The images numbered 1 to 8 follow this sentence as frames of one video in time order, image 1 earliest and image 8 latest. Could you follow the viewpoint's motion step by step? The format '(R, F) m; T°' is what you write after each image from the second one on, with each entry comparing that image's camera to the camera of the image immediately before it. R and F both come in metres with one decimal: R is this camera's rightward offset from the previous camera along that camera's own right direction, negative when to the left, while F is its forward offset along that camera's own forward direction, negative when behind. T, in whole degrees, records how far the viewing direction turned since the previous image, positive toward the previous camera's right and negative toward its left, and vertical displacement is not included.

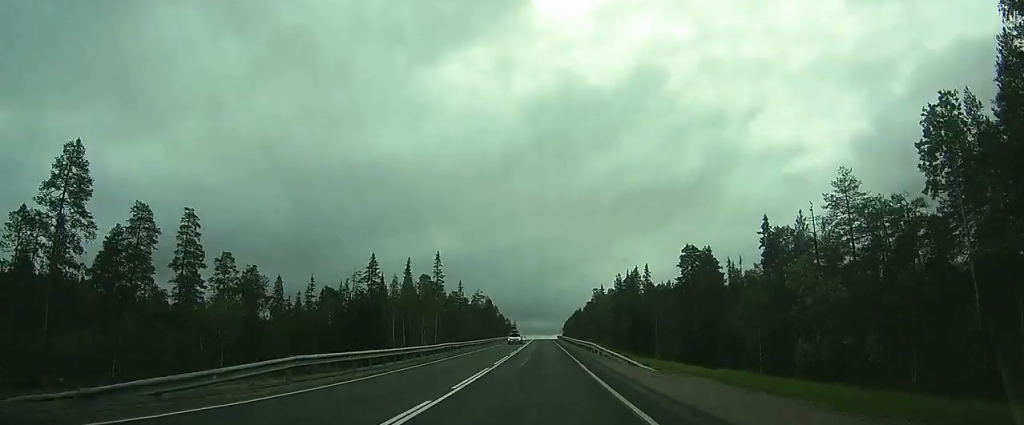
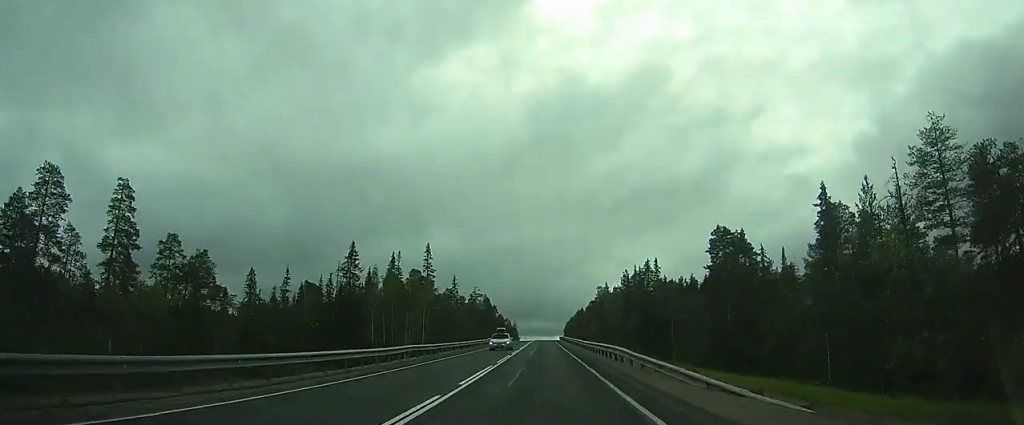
(0.0, +11.2) m; 0°
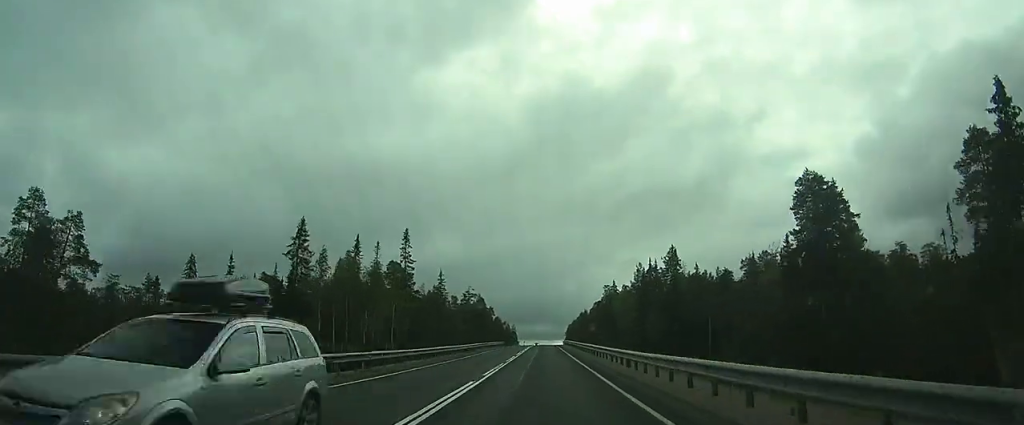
(0.0, +18.7) m; 0°
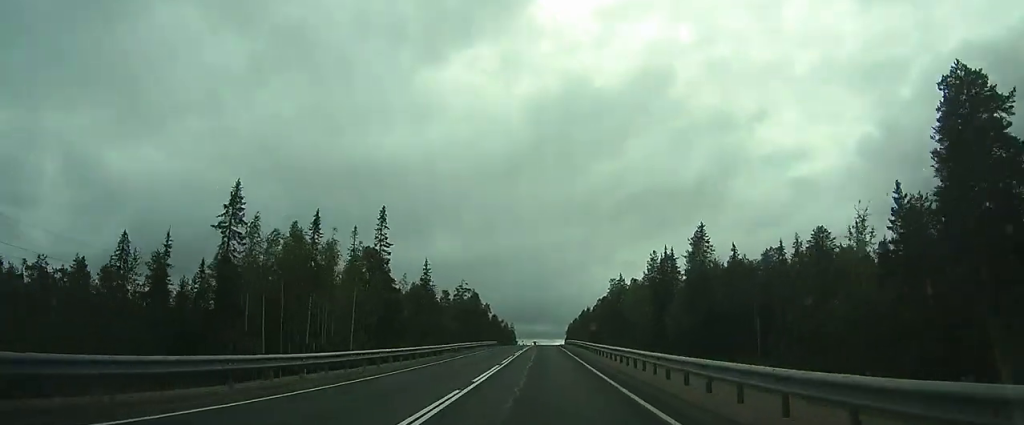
(0.0, +14.9) m; 0°
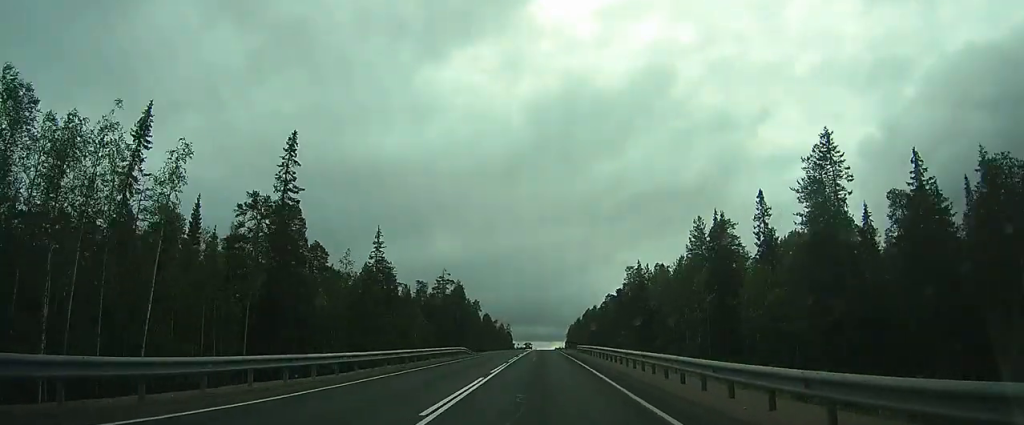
(0.0, +30.6) m; 0°
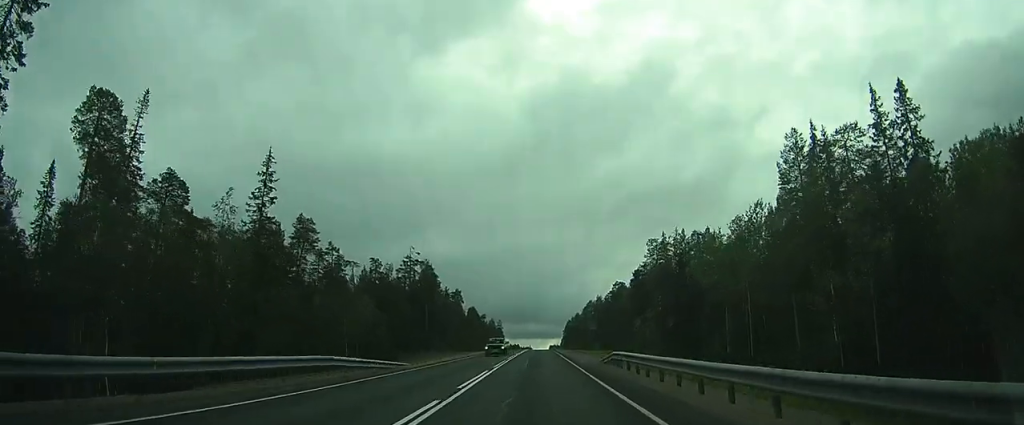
(0.0, +30.0) m; 0°
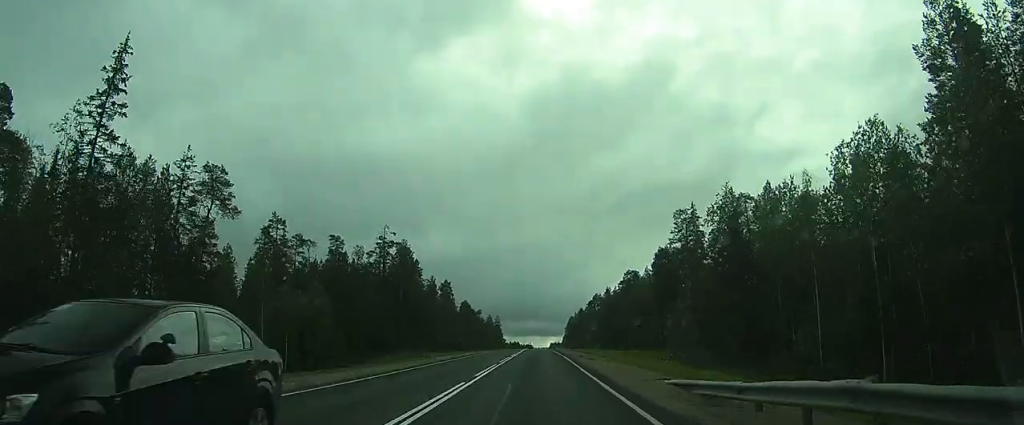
(-0.1, +18.8) m; -1°
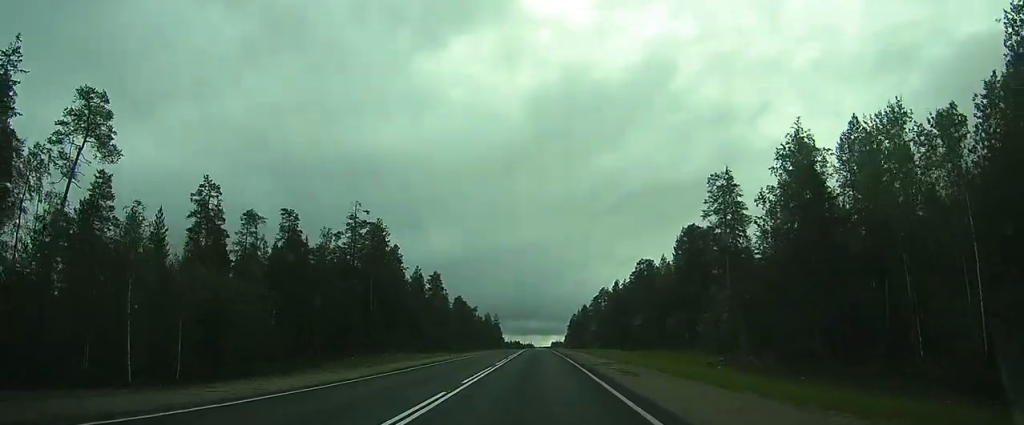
(-0.1, +15.1) m; -1°
